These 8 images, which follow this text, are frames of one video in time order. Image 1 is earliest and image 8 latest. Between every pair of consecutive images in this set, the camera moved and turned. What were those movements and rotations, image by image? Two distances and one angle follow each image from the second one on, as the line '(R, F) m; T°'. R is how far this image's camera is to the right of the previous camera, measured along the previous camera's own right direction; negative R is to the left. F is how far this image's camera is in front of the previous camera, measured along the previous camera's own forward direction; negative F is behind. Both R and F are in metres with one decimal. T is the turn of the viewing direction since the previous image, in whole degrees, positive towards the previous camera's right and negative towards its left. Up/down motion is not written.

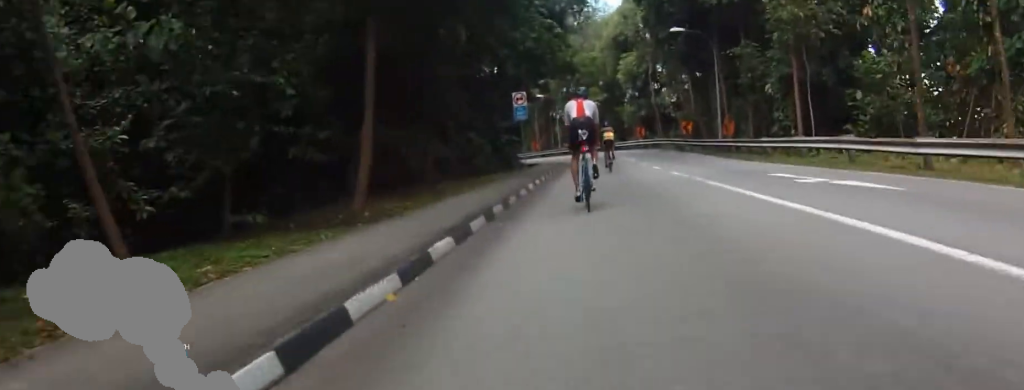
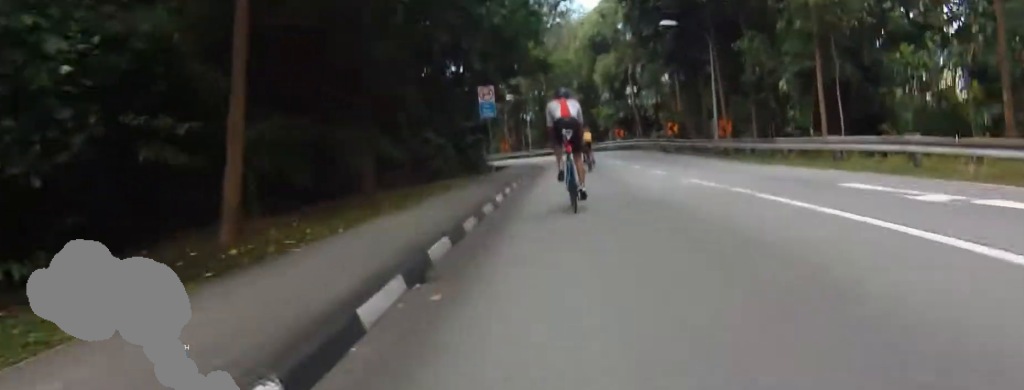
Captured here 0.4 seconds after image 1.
(-0.3, +4.3) m; +1°
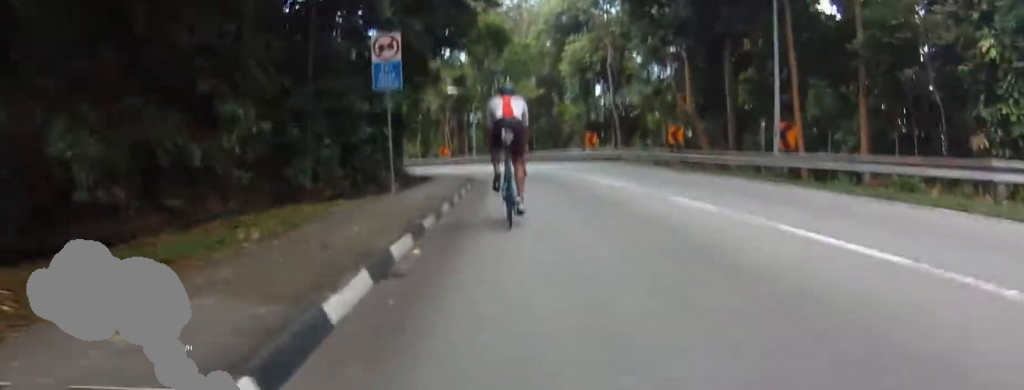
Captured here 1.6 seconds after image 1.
(+0.9, +12.3) m; +9°
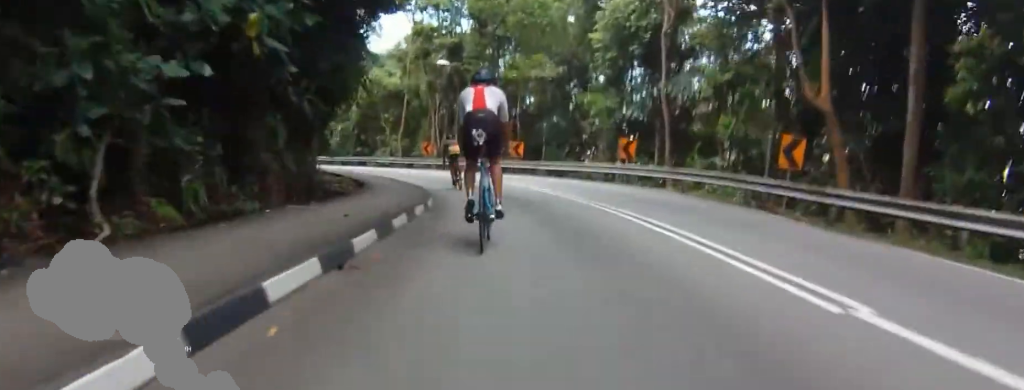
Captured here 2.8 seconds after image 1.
(+0.6, +12.3) m; +2°
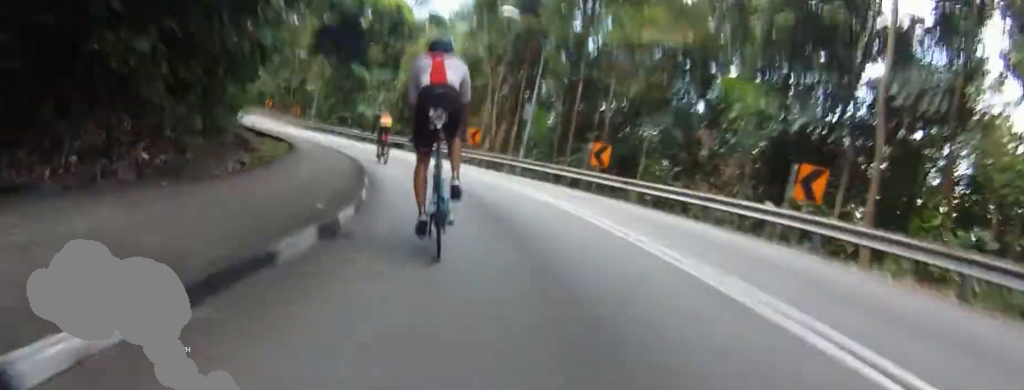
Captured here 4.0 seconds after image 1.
(-0.1, +10.6) m; +1°
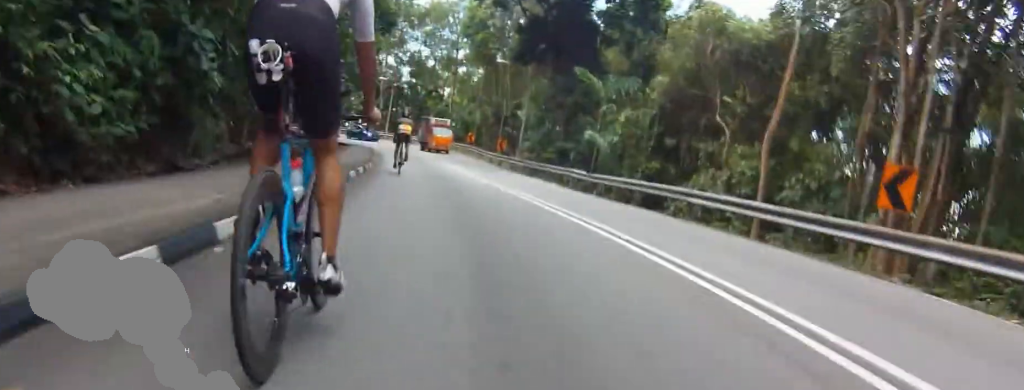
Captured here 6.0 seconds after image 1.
(-0.2, +16.5) m; -5°
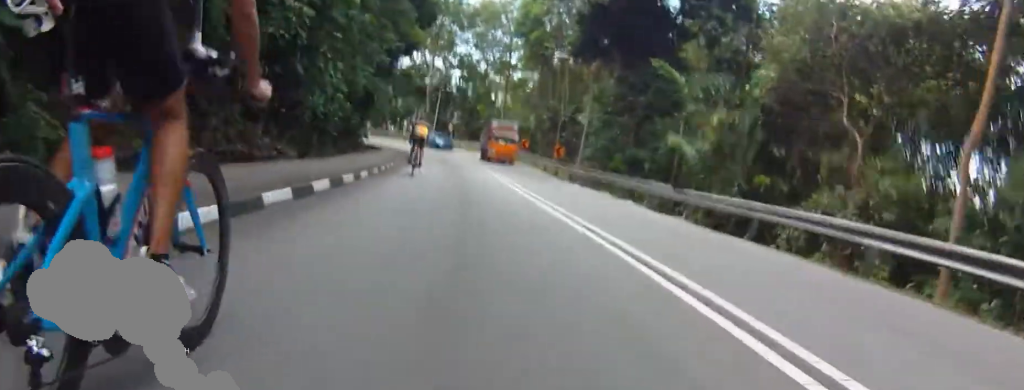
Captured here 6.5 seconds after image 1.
(-0.2, +4.9) m; -3°
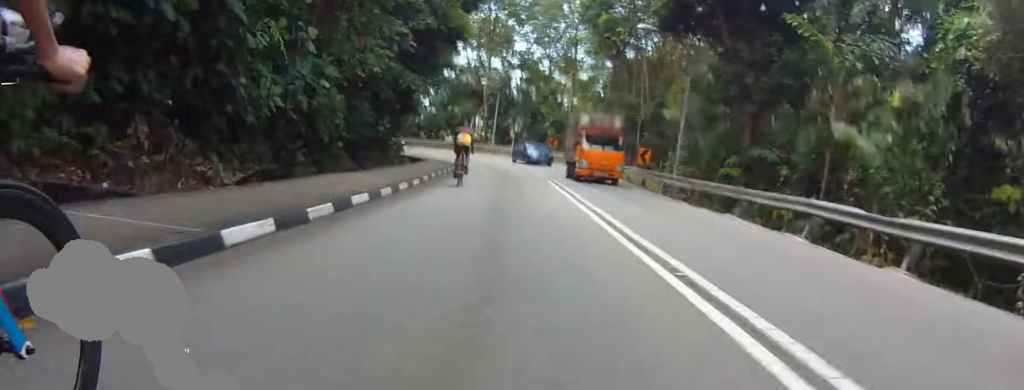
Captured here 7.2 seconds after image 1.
(-0.1, +7.2) m; -4°
